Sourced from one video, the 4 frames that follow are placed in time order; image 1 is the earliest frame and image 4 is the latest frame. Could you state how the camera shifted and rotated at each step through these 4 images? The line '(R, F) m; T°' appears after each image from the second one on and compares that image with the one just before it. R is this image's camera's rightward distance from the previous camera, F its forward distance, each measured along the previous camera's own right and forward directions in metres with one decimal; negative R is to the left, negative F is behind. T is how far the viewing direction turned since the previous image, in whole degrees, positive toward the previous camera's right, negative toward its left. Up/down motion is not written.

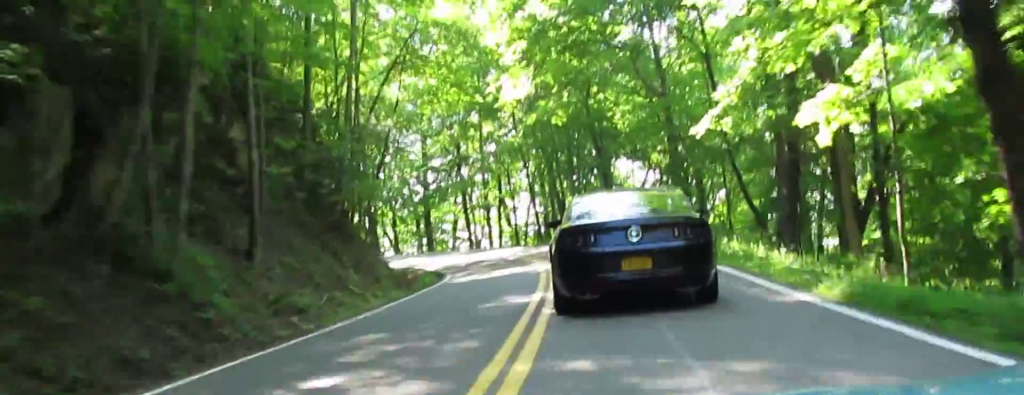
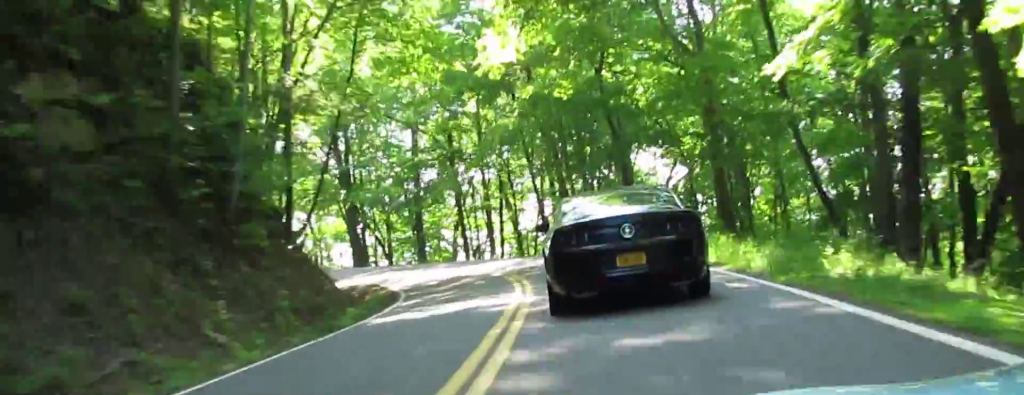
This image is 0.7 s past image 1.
(0.0, +4.7) m; 0°
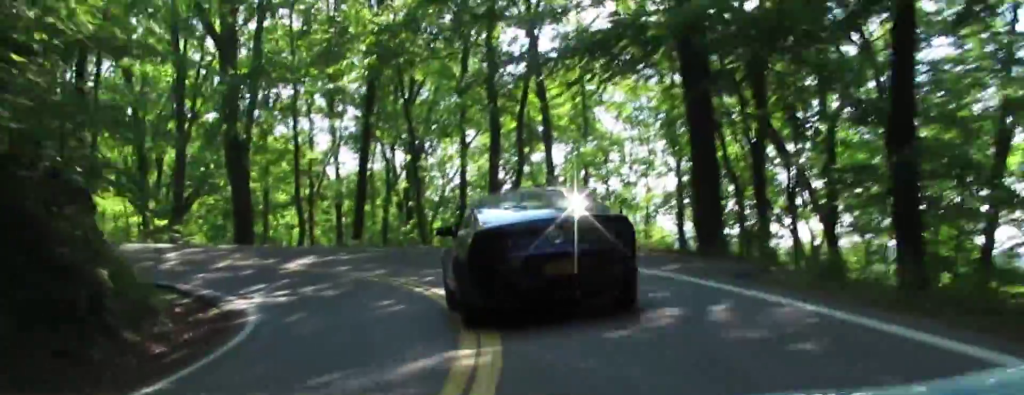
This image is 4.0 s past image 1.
(0.0, +22.9) m; 0°
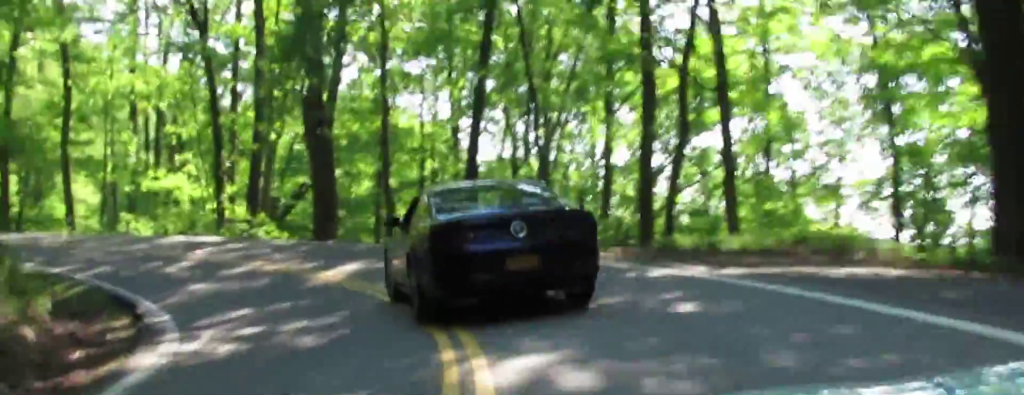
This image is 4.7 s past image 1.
(0.0, +5.8) m; 0°
